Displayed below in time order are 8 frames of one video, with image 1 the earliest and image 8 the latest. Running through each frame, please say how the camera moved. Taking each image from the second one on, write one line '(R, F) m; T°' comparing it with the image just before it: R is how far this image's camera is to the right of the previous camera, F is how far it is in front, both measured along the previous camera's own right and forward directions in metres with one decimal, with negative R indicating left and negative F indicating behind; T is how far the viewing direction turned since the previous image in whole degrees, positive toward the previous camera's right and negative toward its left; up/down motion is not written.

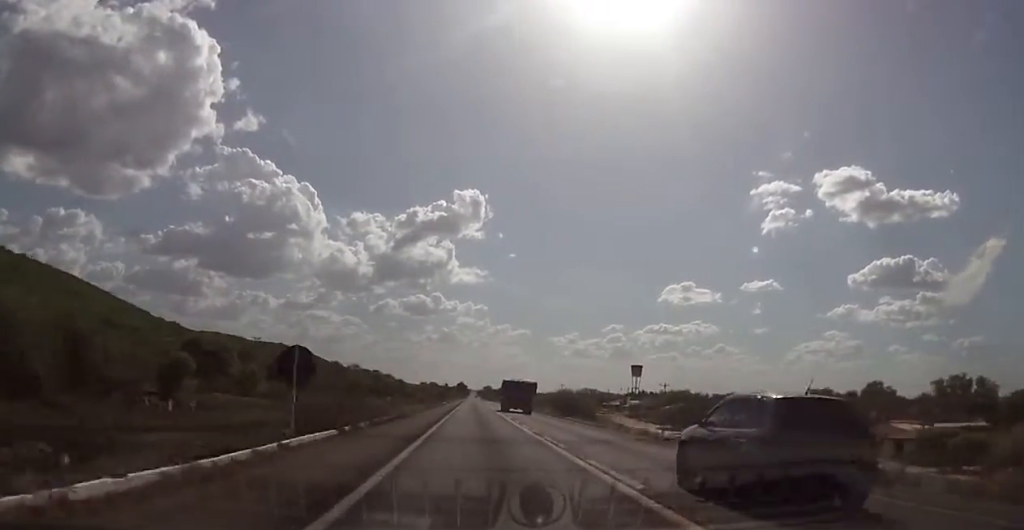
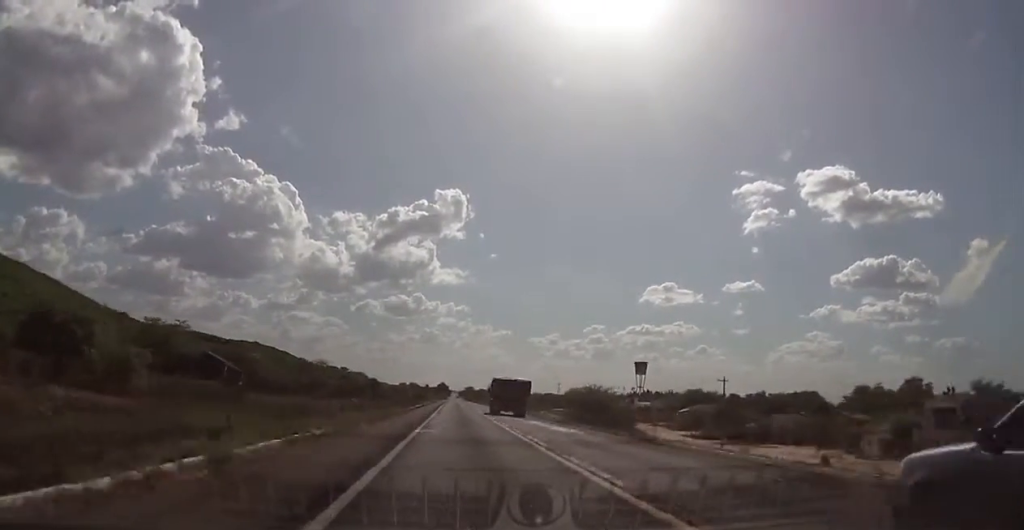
(+0.7, +30.2) m; +3°
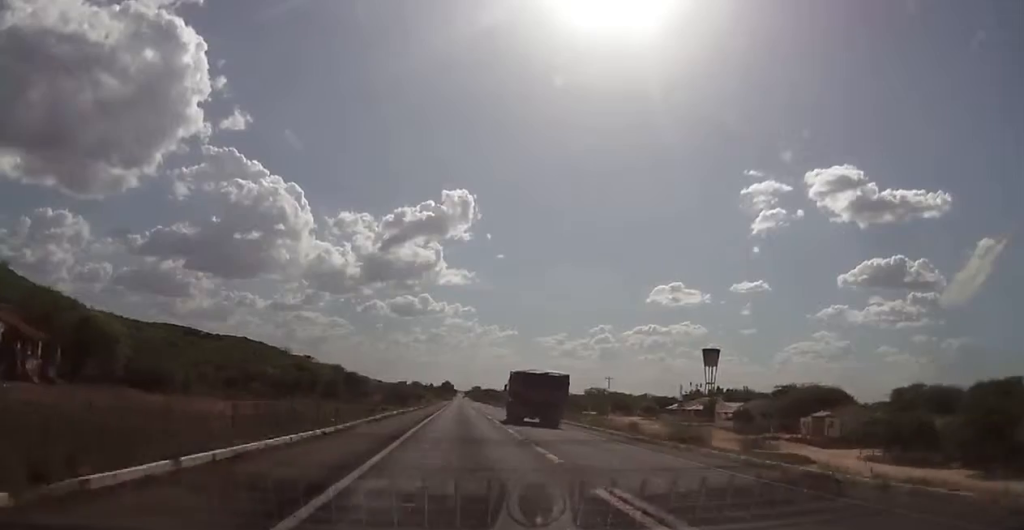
(+0.6, +58.3) m; 0°
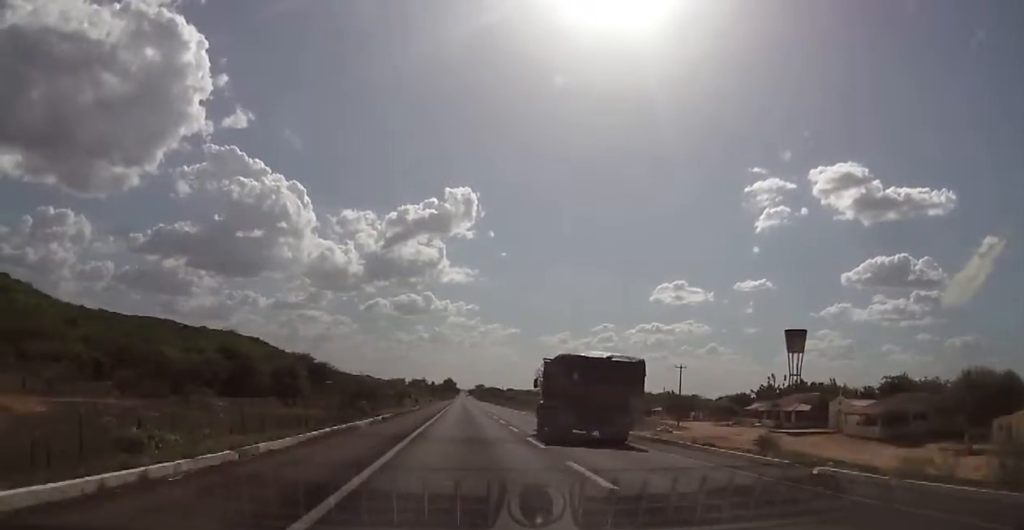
(-0.1, +42.7) m; 0°
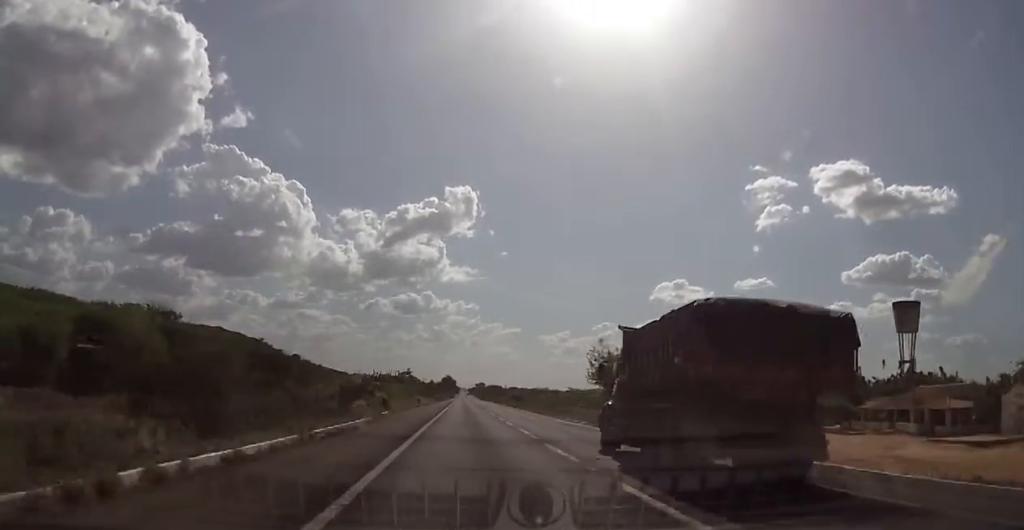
(+0.3, +35.0) m; 0°
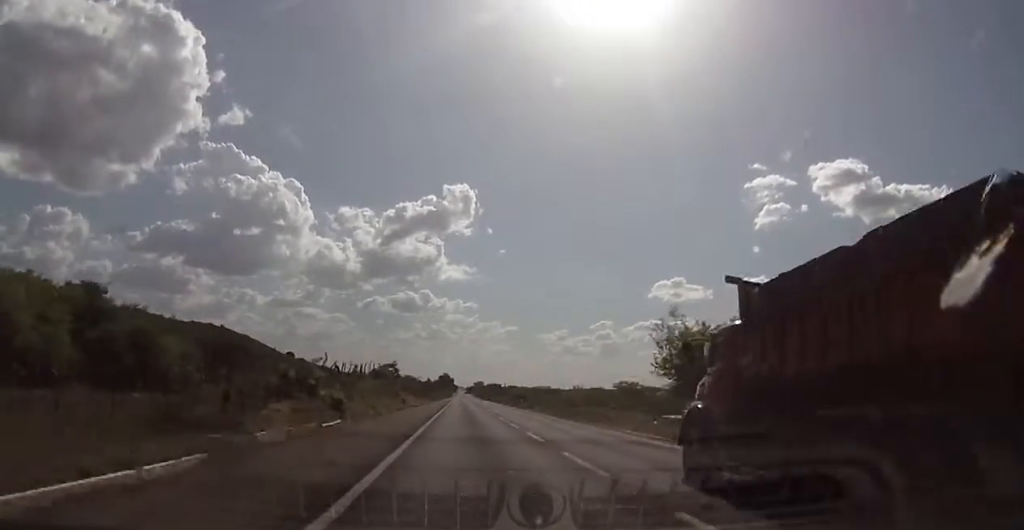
(0.0, +17.8) m; 0°
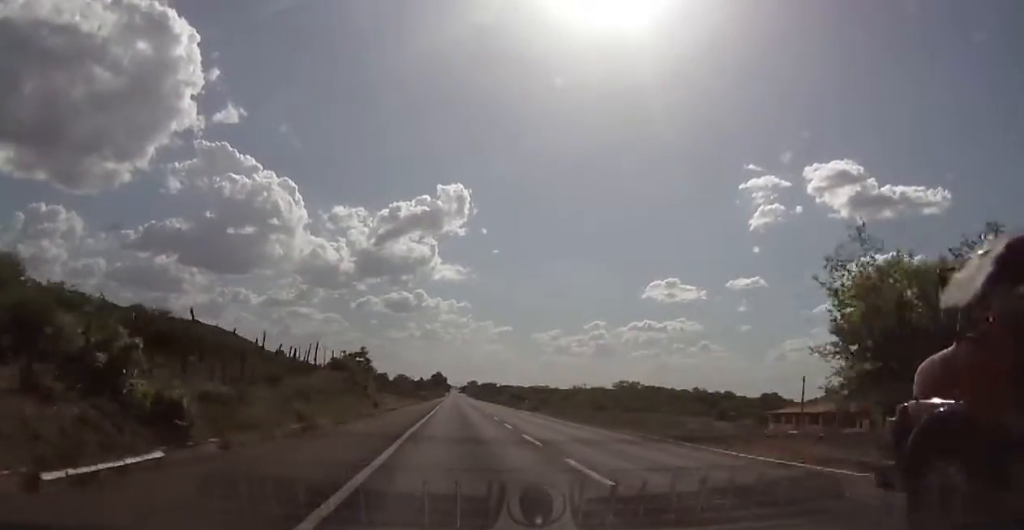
(-0.1, +17.1) m; 0°
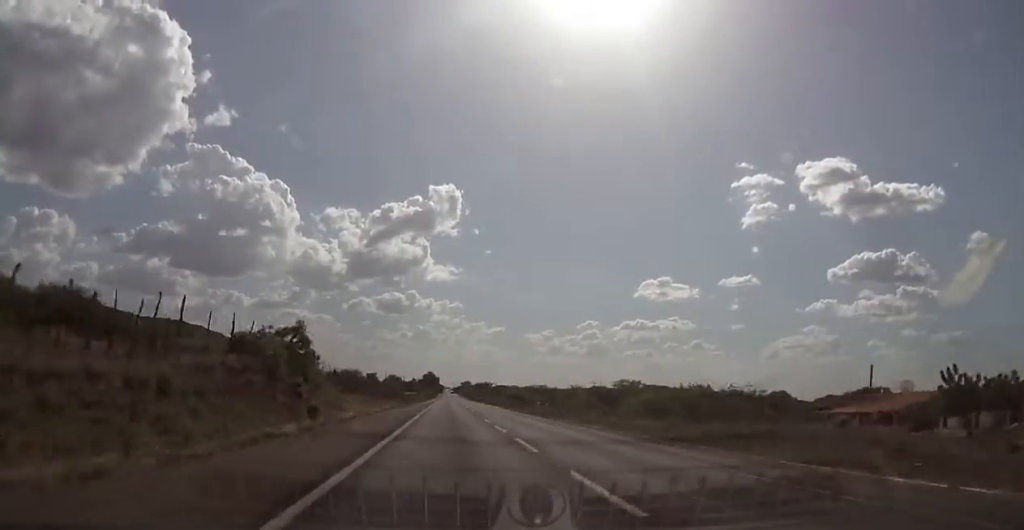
(-0.1, +18.2) m; 0°
